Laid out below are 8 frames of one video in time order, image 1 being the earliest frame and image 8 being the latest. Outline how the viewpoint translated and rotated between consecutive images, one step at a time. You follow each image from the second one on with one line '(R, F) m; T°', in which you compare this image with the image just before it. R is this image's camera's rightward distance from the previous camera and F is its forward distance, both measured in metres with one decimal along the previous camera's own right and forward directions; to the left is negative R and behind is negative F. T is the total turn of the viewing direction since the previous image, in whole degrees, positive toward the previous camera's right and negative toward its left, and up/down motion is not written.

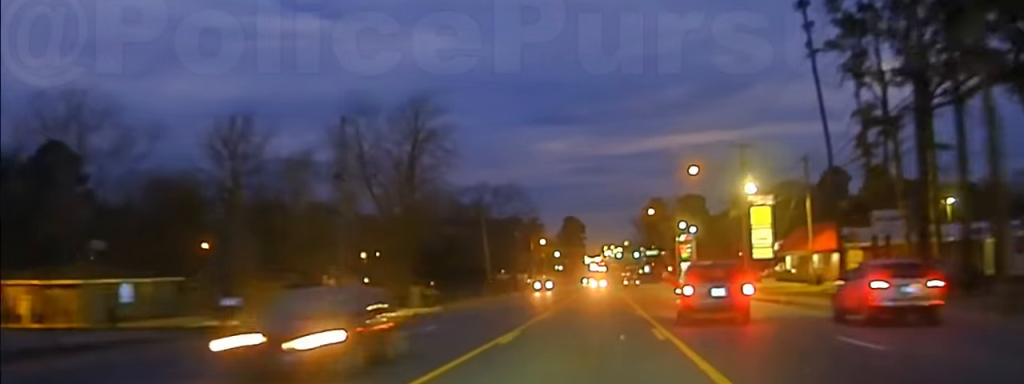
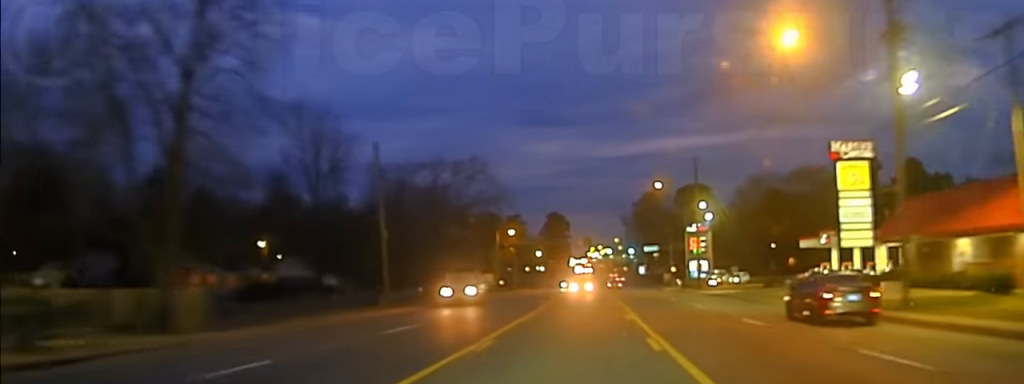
(0.0, +38.3) m; +1°
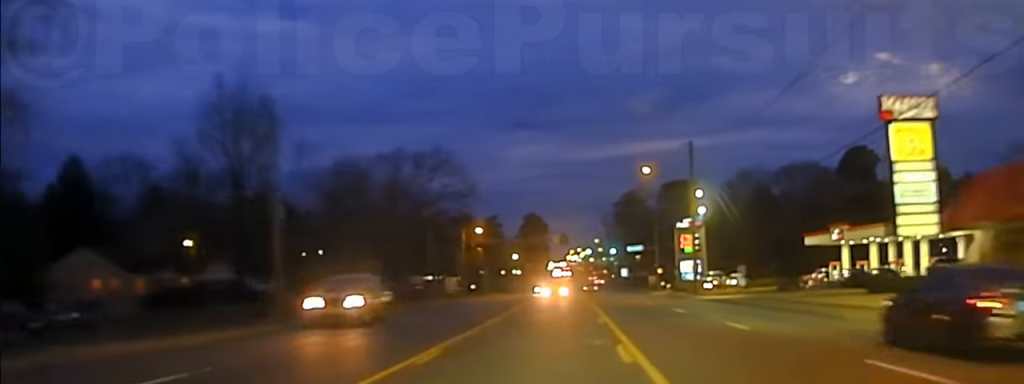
(+0.2, +14.0) m; +1°
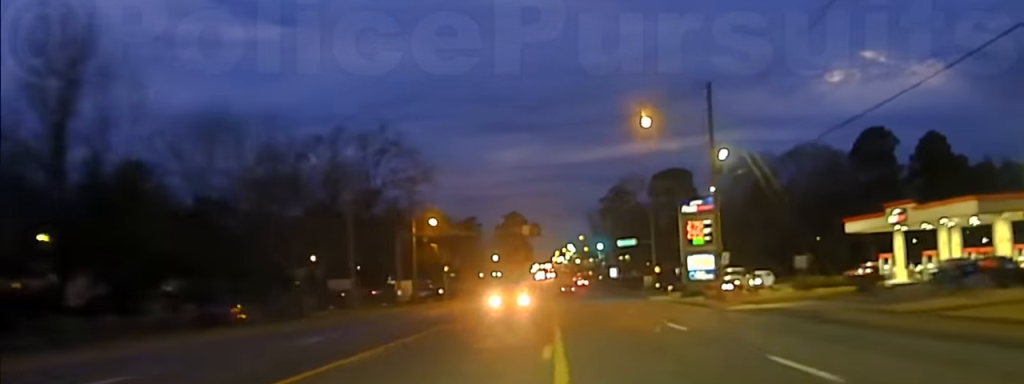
(+0.2, +23.5) m; +1°
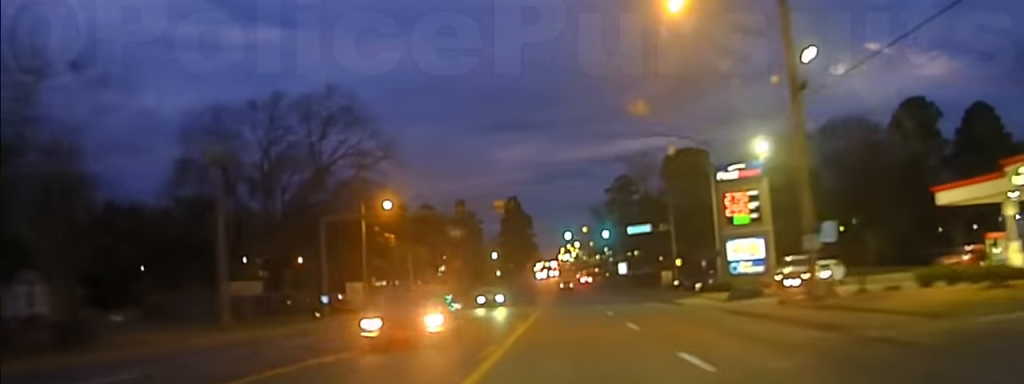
(+0.3, +22.0) m; 0°
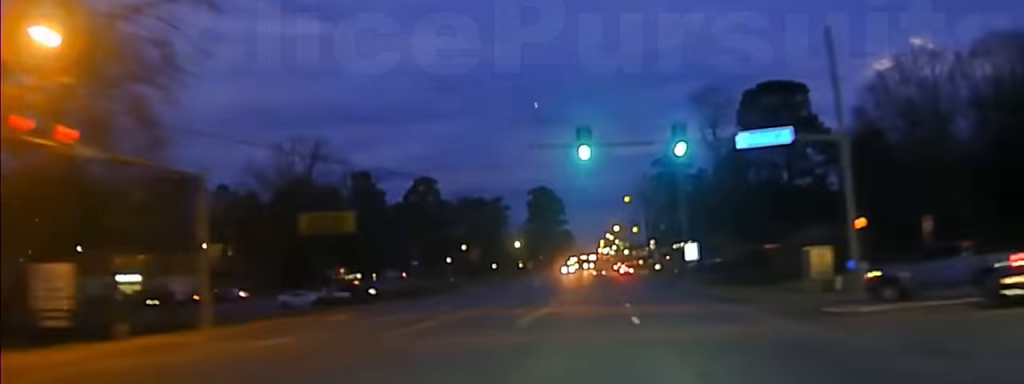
(-0.9, +48.9) m; -2°
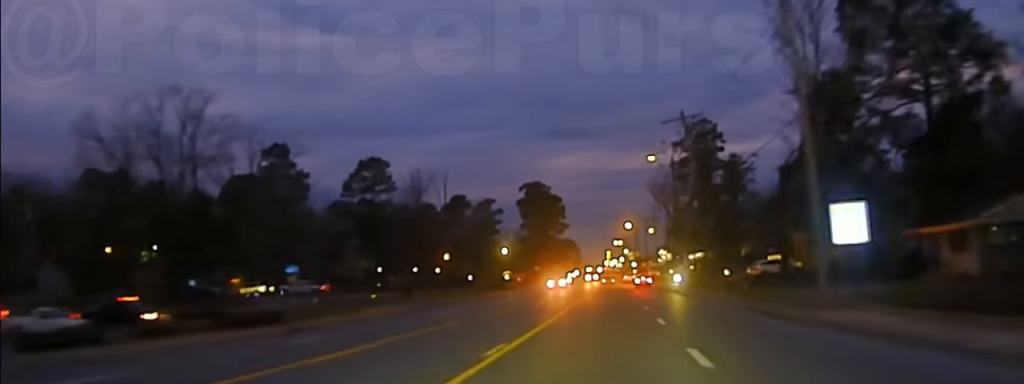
(-0.4, +50.4) m; -1°
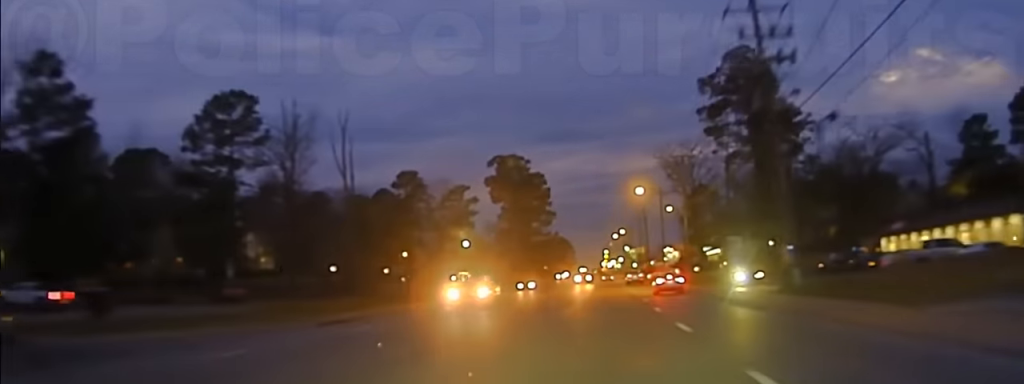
(-0.3, +57.6) m; 0°
